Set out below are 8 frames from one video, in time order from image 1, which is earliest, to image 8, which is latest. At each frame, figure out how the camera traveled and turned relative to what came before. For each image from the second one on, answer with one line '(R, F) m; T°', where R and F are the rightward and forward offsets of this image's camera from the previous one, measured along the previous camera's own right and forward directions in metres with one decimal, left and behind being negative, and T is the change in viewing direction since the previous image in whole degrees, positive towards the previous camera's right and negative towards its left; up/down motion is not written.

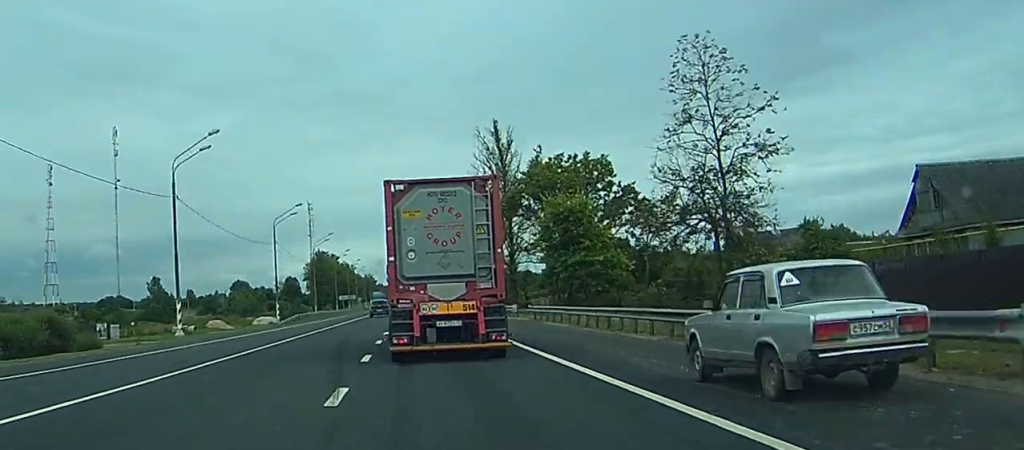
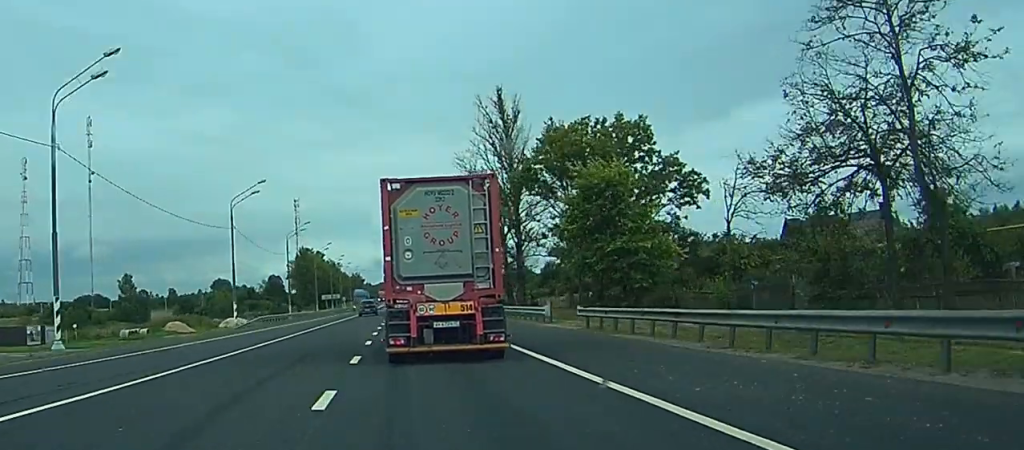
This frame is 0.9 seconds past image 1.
(+1.3, +15.2) m; +2°
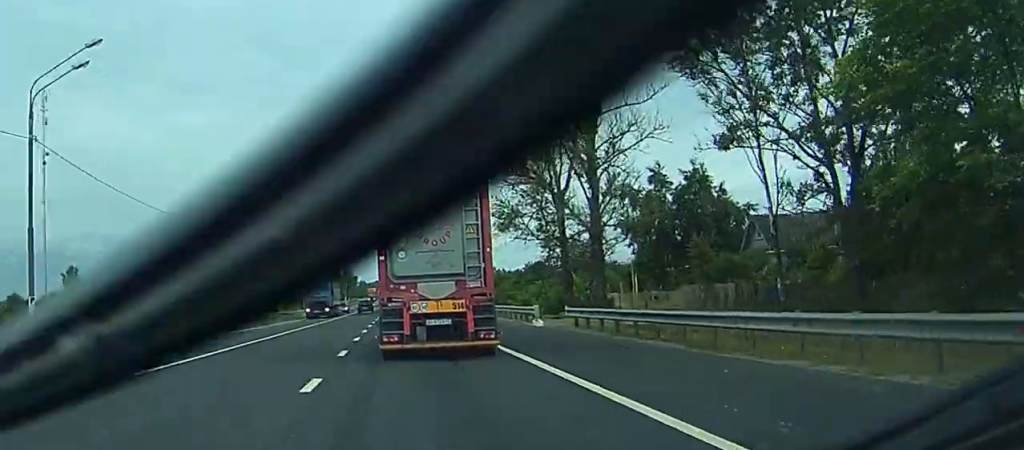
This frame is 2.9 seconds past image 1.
(-1.9, +36.0) m; -3°
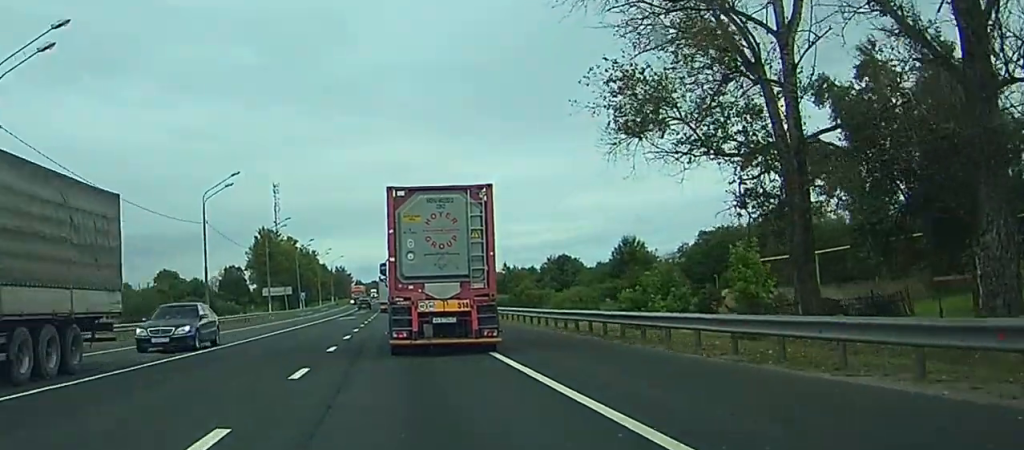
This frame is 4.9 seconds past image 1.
(-0.2, +37.2) m; -1°
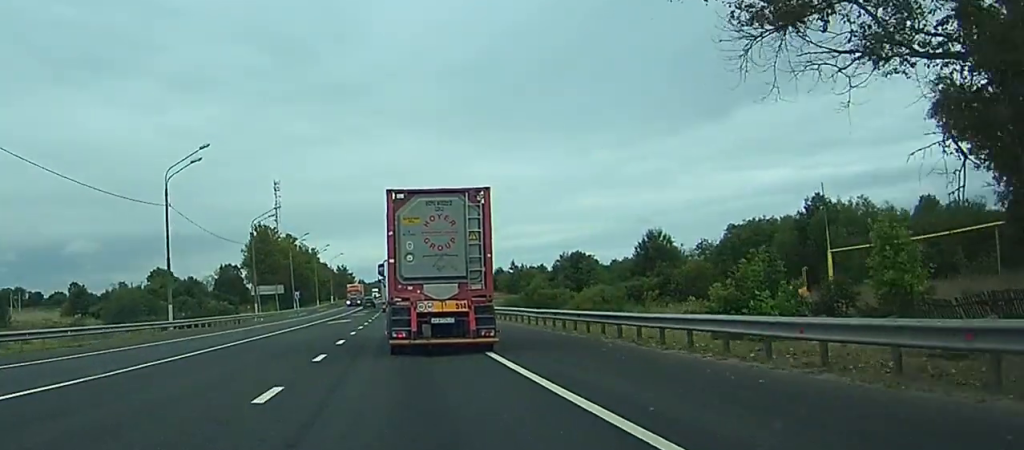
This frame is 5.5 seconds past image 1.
(0.0, +11.5) m; 0°
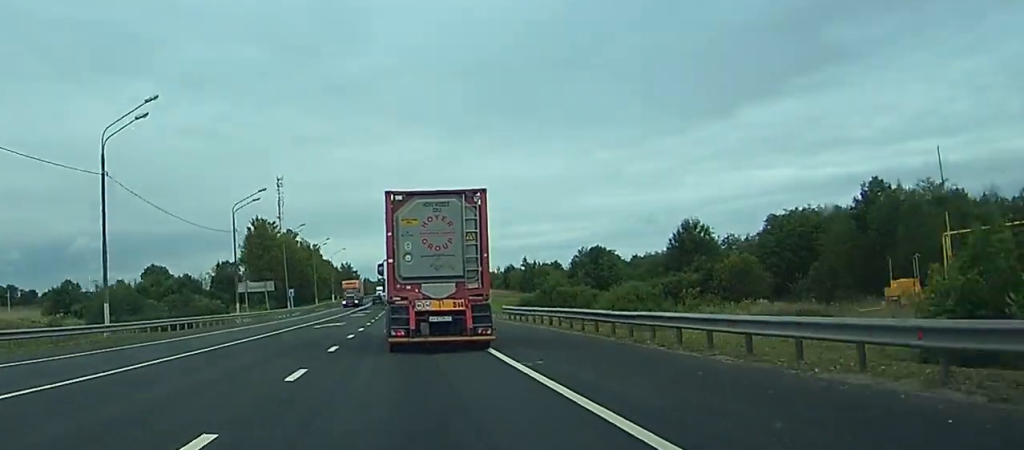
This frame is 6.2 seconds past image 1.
(+0.1, +12.9) m; 0°
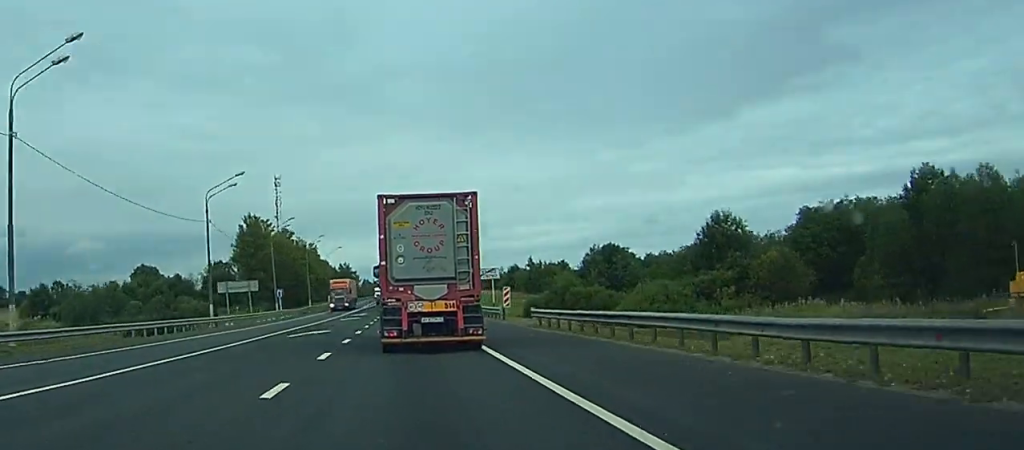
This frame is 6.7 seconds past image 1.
(0.0, +10.4) m; 0°
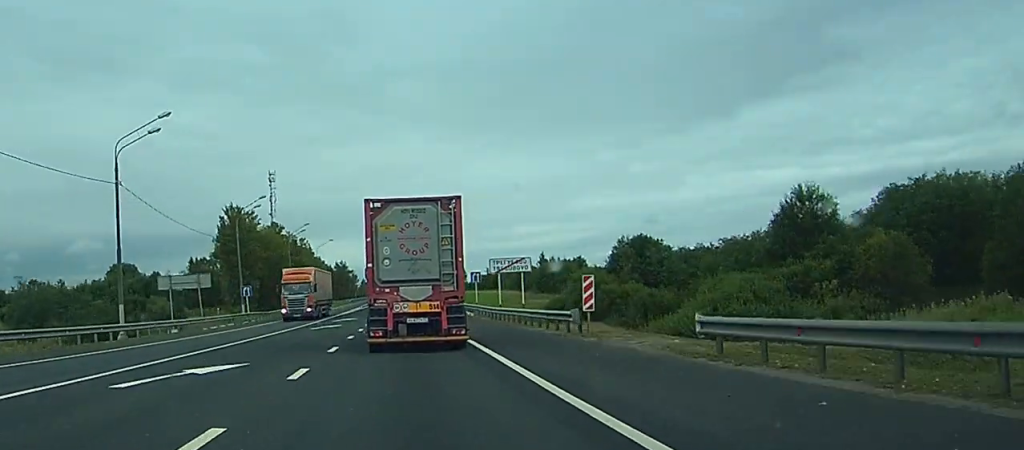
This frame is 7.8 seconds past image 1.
(0.0, +21.2) m; 0°
